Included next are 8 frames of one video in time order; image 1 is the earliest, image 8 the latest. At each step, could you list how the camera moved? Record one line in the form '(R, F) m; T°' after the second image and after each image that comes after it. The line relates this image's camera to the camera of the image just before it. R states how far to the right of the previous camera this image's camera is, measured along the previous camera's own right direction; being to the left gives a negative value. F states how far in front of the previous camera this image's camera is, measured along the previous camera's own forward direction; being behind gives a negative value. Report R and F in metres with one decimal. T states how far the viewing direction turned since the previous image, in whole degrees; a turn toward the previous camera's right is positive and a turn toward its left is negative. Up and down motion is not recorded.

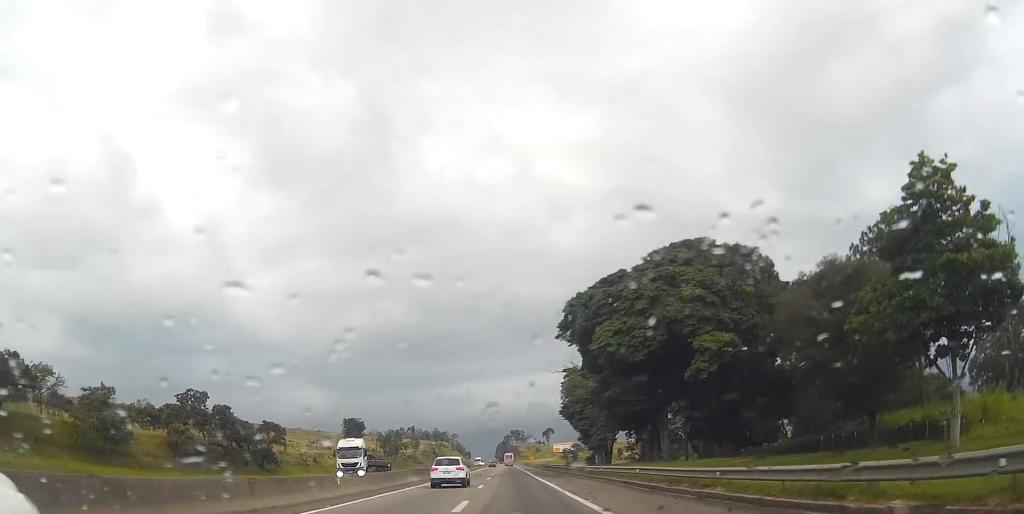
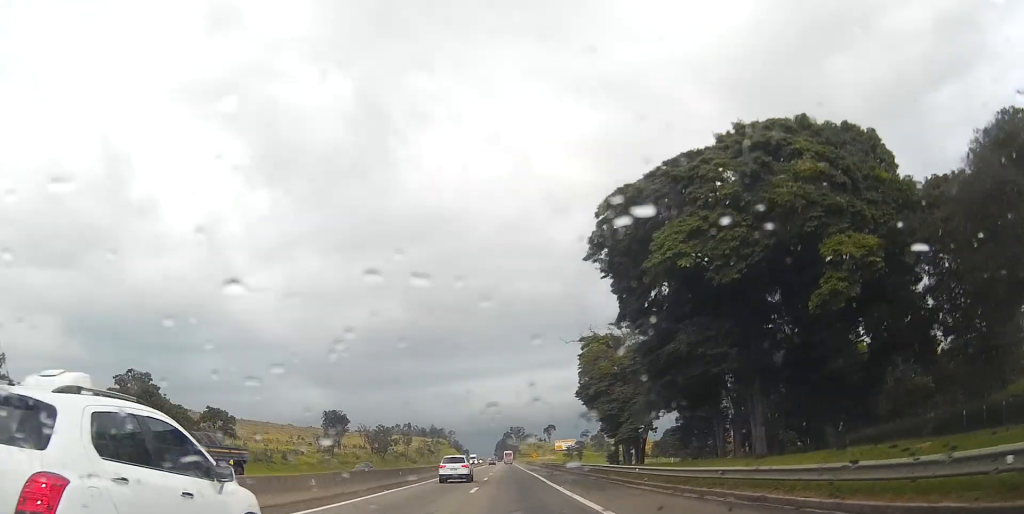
(+0.1, +24.2) m; +1°
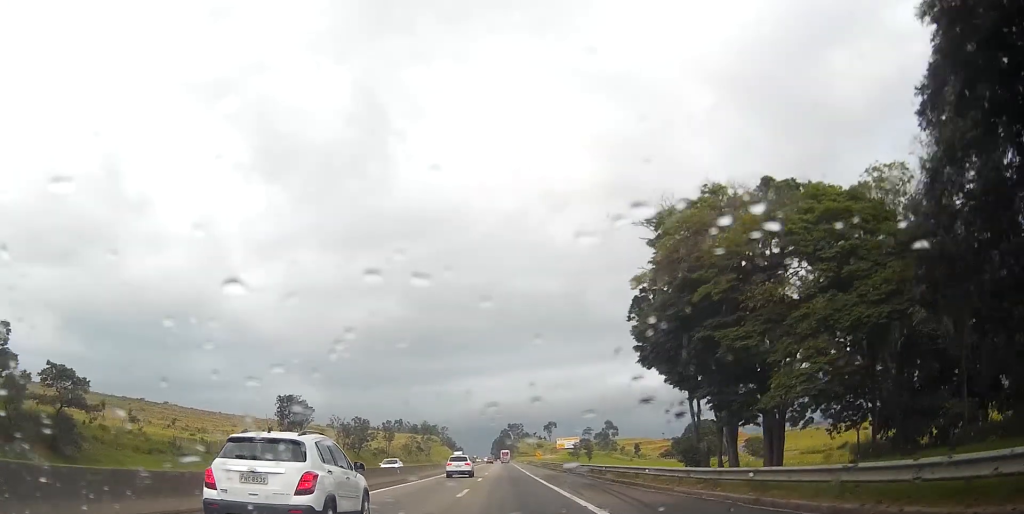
(+0.4, +38.4) m; +1°
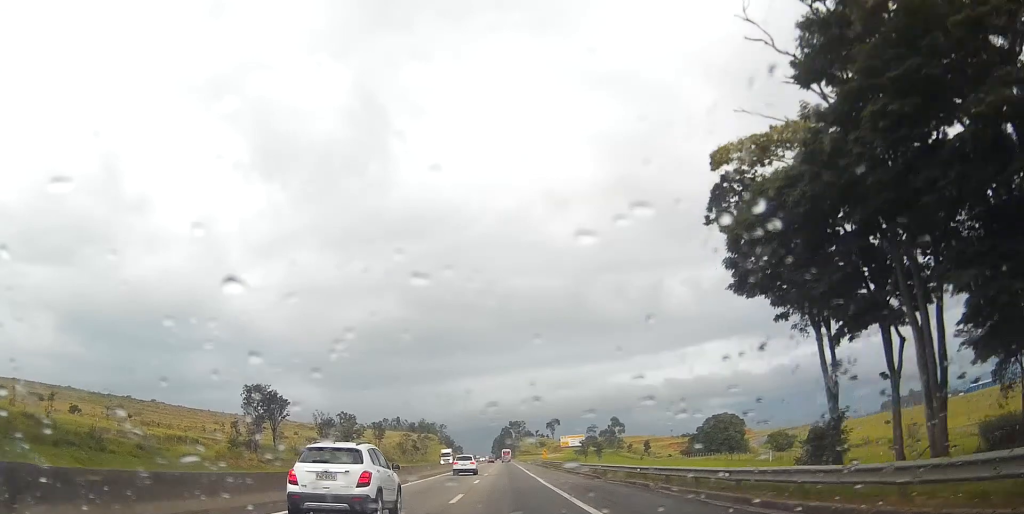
(0.0, +21.6) m; 0°
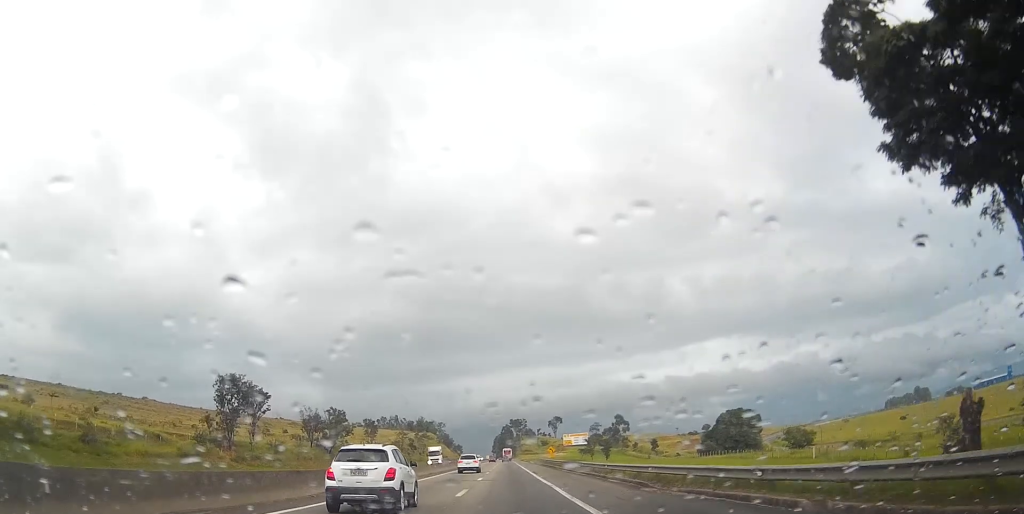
(0.0, +14.1) m; 0°
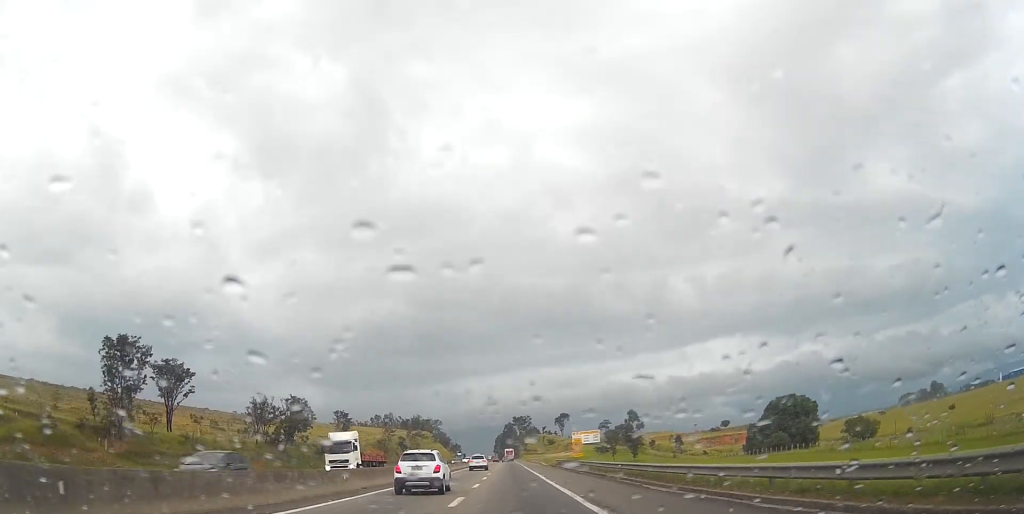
(-0.5, +39.8) m; -2°
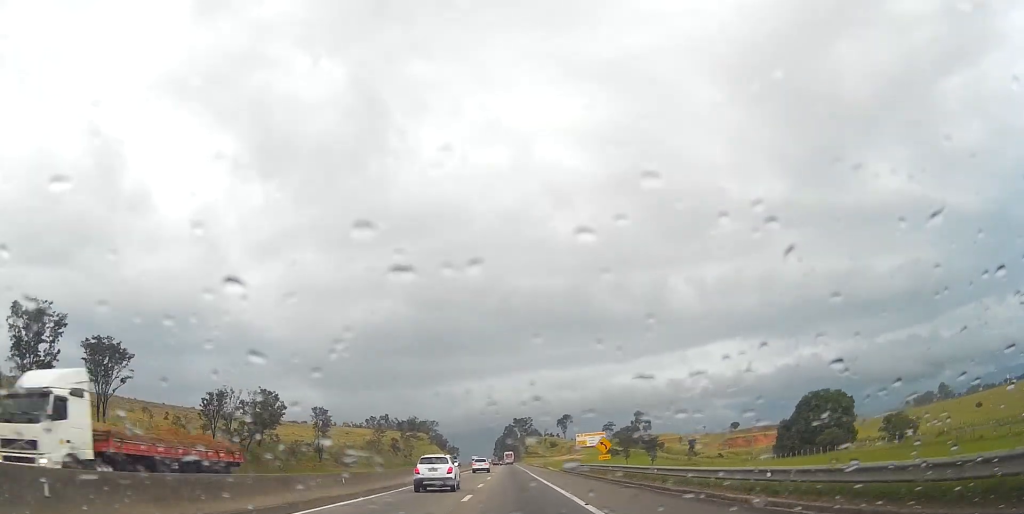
(-0.1, +20.6) m; 0°
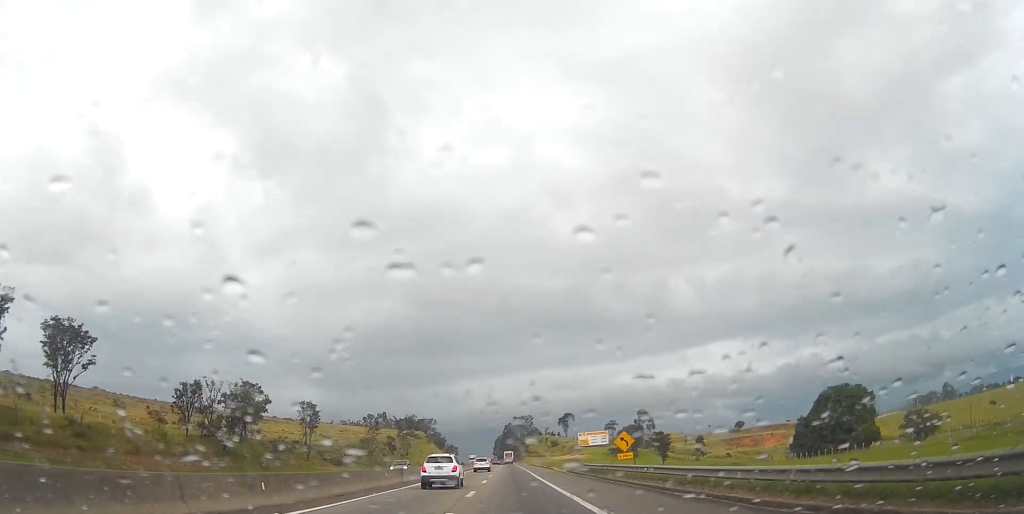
(0.0, +10.0) m; 0°
